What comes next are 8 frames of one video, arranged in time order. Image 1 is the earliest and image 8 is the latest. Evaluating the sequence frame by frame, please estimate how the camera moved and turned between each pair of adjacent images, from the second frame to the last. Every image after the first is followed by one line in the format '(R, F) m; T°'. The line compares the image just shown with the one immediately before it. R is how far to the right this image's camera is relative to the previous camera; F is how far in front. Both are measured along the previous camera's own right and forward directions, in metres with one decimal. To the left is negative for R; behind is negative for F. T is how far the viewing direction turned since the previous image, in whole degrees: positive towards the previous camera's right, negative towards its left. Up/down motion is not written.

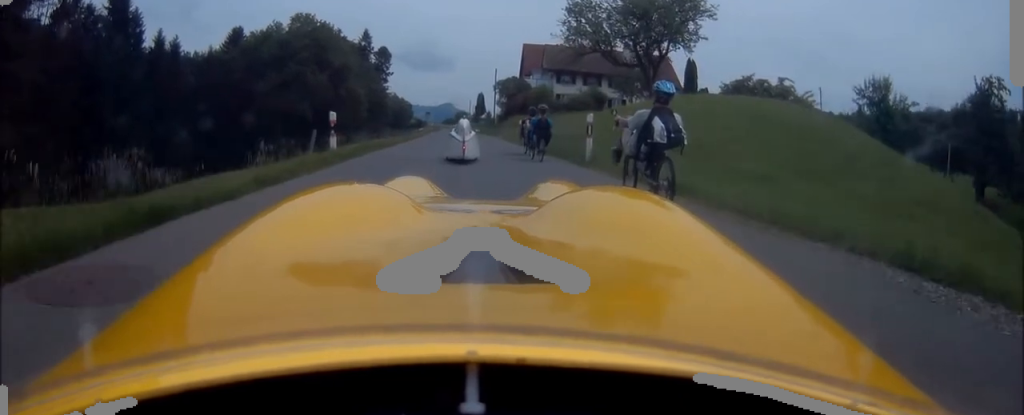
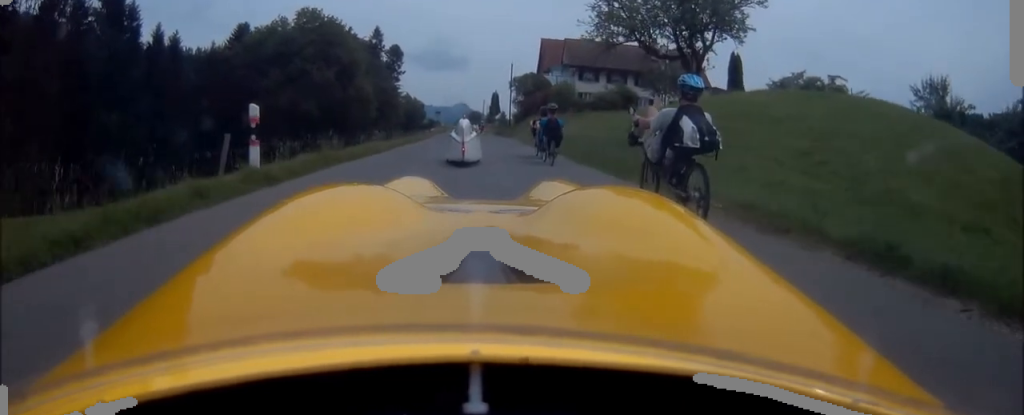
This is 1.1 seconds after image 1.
(-0.1, +5.3) m; +2°
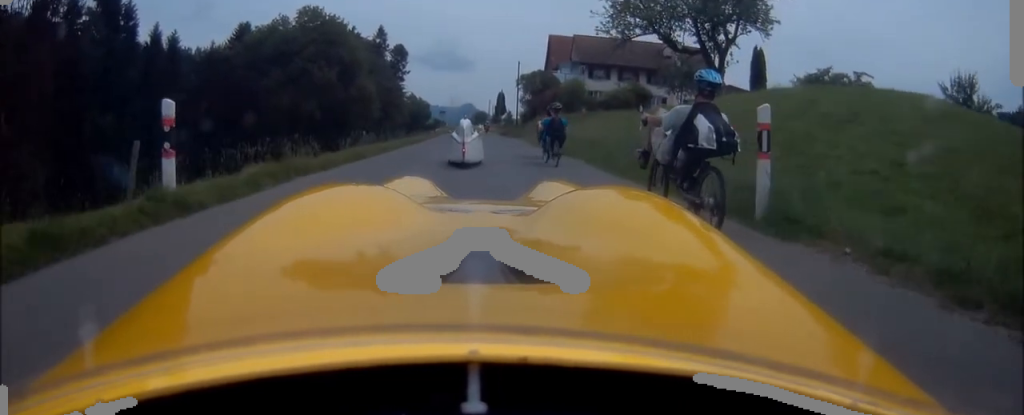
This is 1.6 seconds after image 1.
(-0.1, +2.4) m; +2°
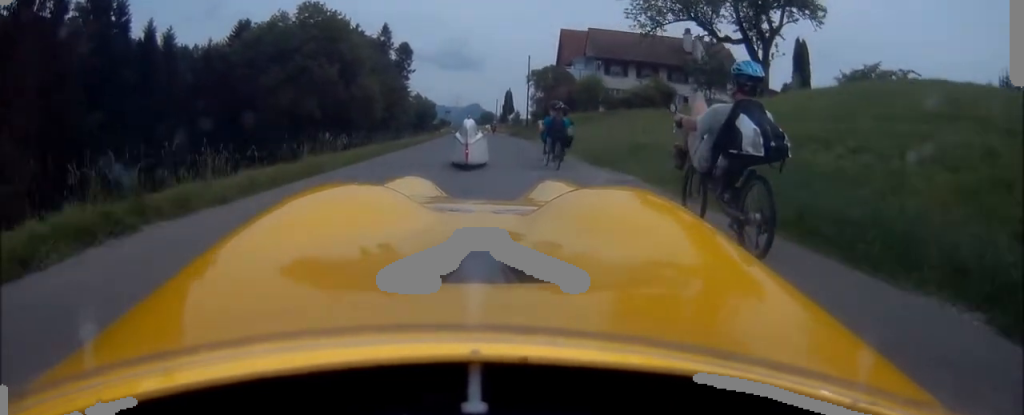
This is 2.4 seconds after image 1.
(+0.3, +4.0) m; -3°
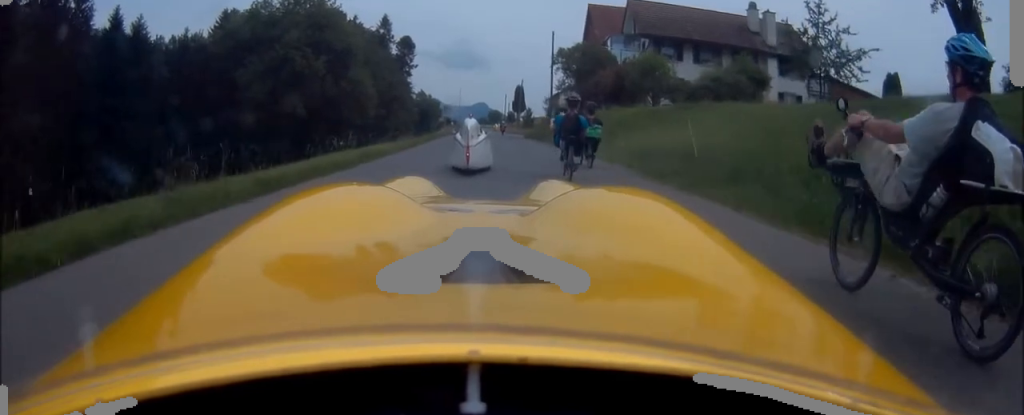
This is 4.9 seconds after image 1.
(+0.2, +12.7) m; +4°
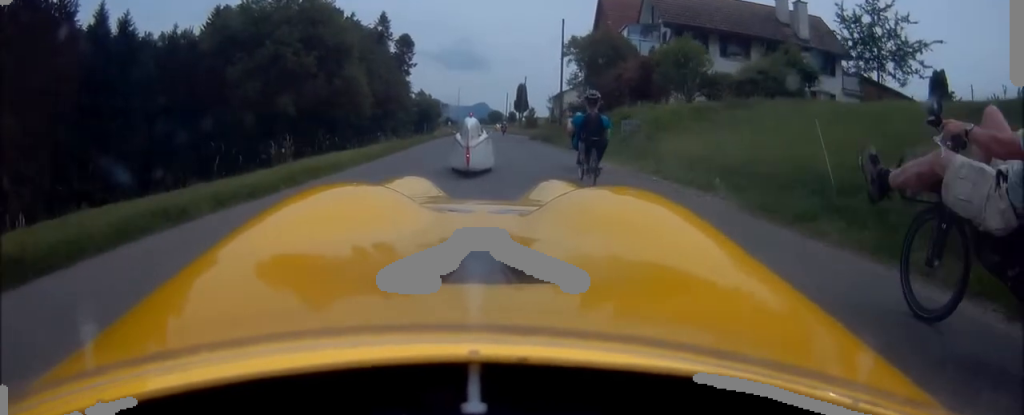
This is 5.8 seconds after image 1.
(-0.2, +4.4) m; -1°
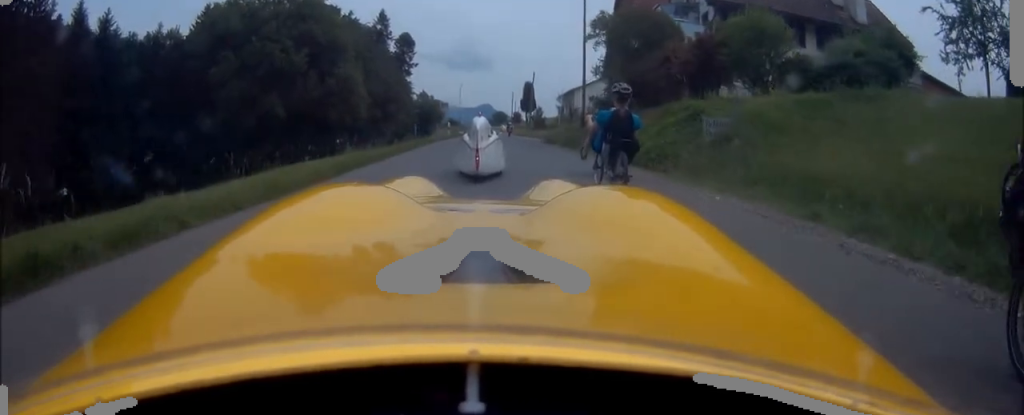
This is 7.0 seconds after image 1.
(0.0, +6.1) m; -5°
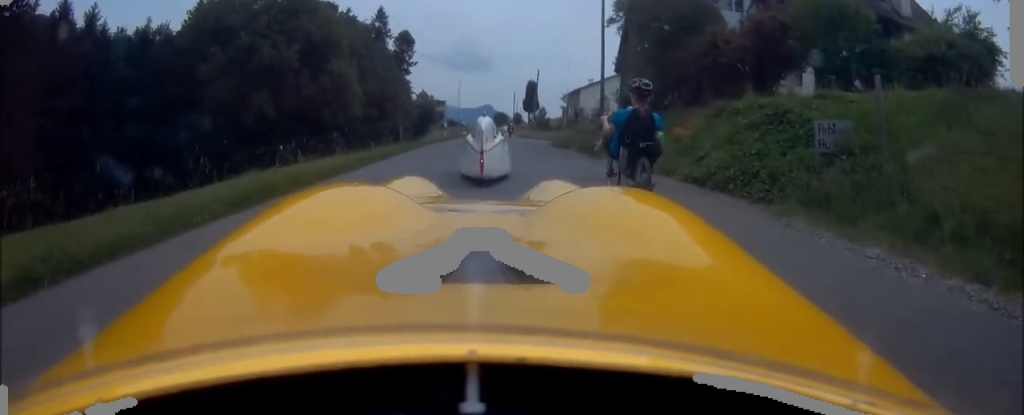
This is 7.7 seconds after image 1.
(-0.3, +4.0) m; -2°
